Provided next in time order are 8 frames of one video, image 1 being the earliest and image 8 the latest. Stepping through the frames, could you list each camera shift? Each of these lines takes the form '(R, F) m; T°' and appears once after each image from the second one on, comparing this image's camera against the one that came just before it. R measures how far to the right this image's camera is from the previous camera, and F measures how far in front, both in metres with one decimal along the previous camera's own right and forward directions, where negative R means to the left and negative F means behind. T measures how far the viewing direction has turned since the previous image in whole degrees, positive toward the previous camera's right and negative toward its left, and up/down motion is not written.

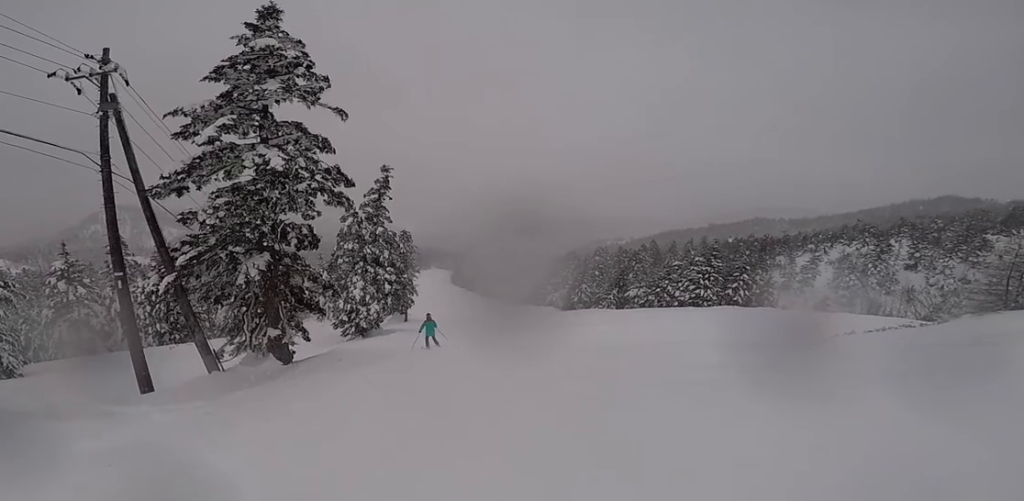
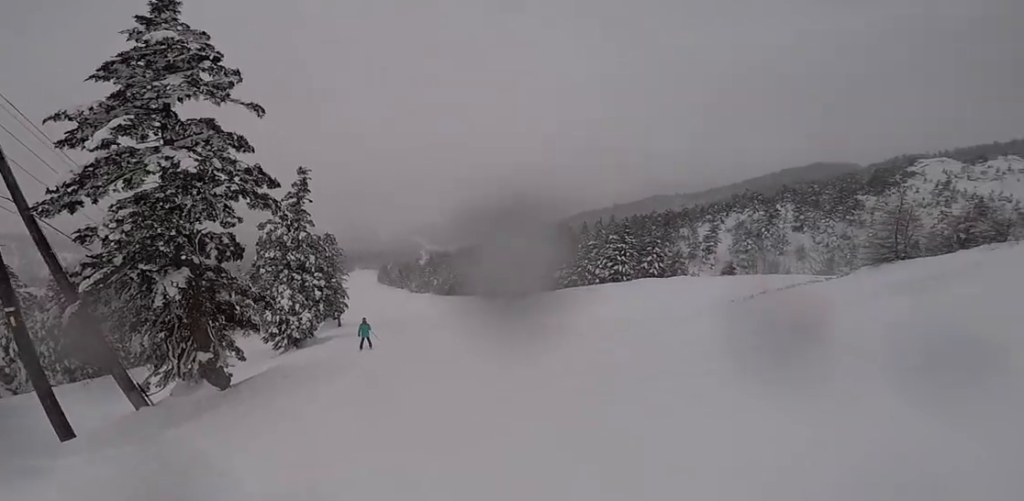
(+0.1, +1.2) m; +15°
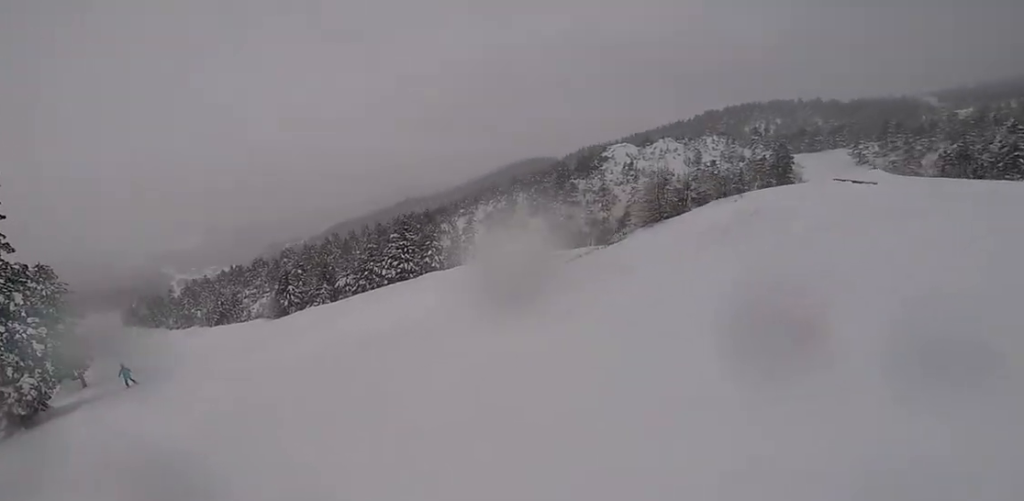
(+2.3, +4.2) m; +52°
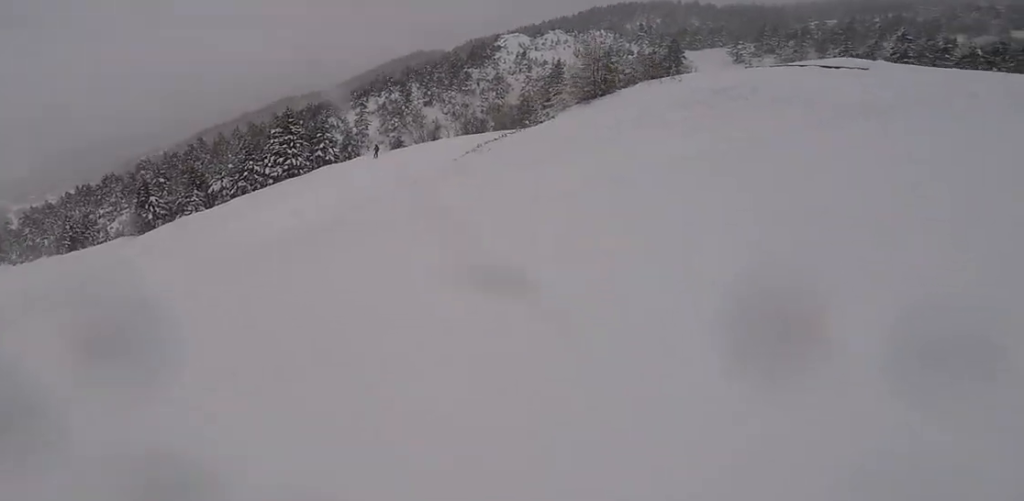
(+0.8, +4.2) m; +6°
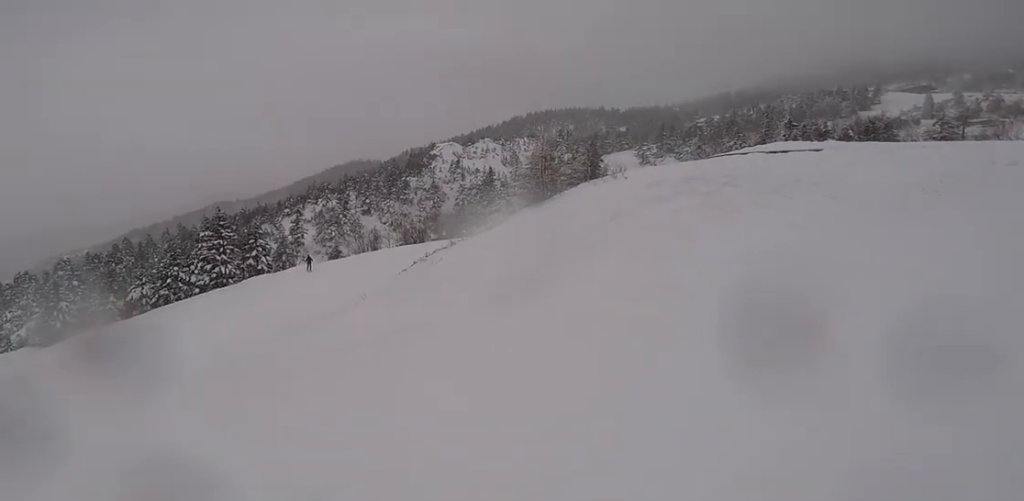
(-0.5, +4.7) m; -25°
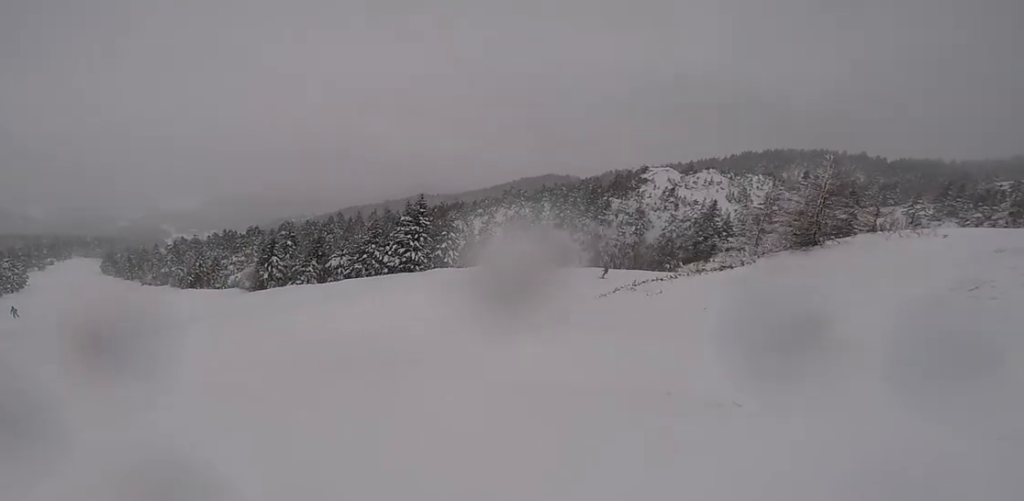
(-1.5, +5.4) m; -22°
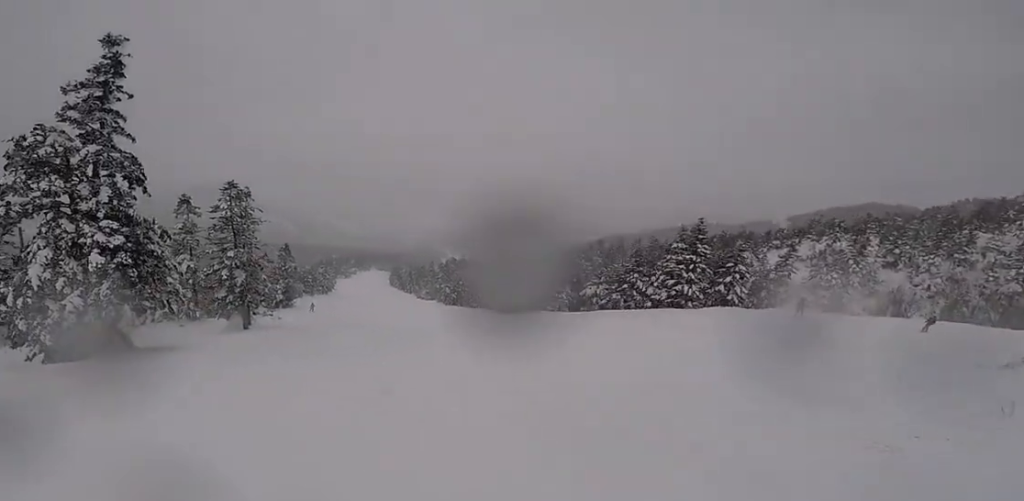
(-0.3, +4.5) m; -4°
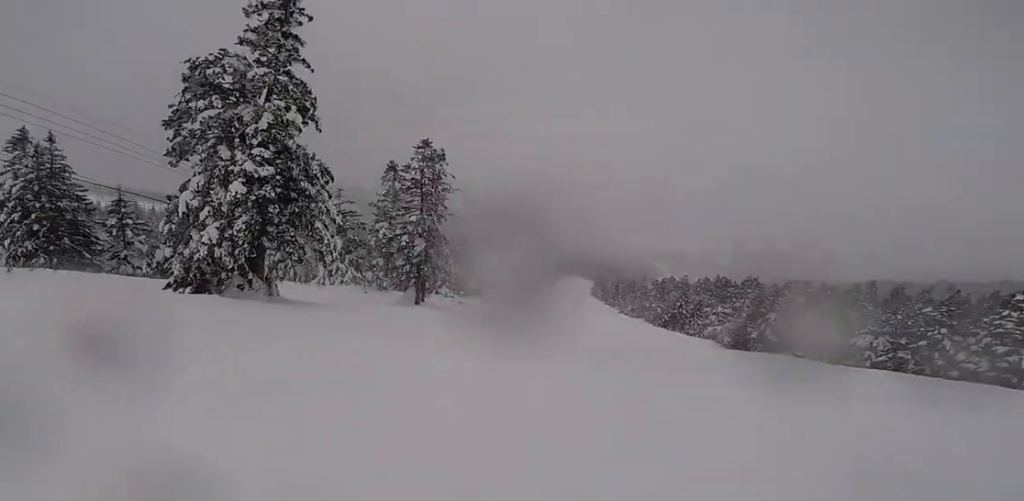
(0.0, +3.9) m; -1°
